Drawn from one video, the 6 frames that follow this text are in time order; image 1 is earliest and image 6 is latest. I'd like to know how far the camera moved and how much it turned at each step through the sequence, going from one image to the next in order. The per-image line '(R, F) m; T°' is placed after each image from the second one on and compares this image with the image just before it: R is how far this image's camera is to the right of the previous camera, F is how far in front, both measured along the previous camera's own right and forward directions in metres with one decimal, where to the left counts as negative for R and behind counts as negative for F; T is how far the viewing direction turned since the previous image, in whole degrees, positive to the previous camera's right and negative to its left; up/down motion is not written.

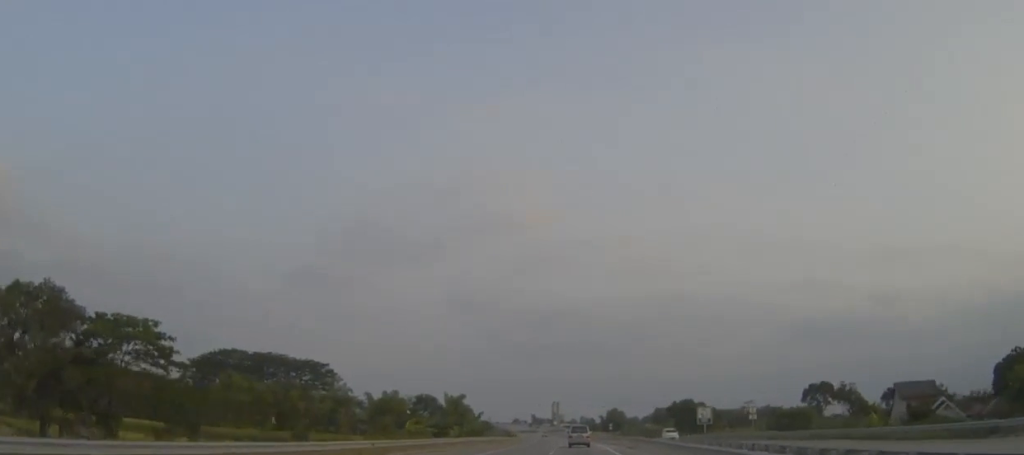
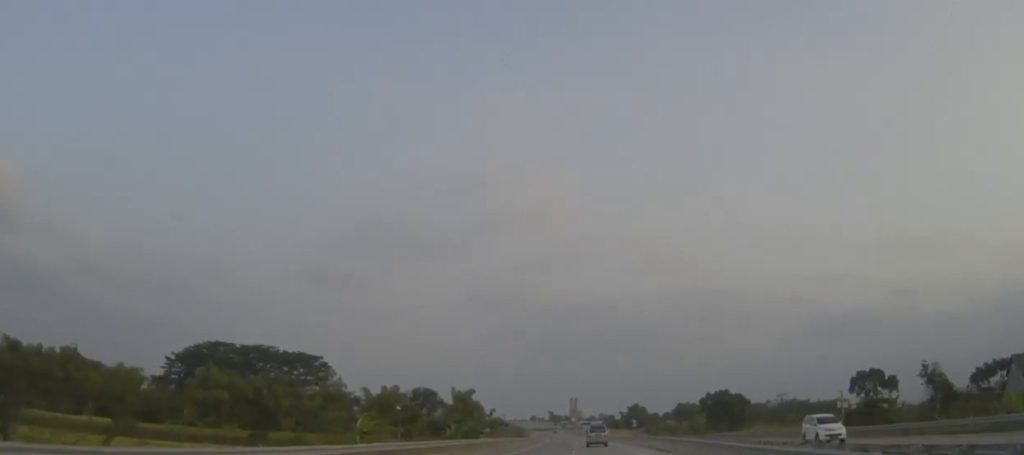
(-0.3, +24.9) m; -1°
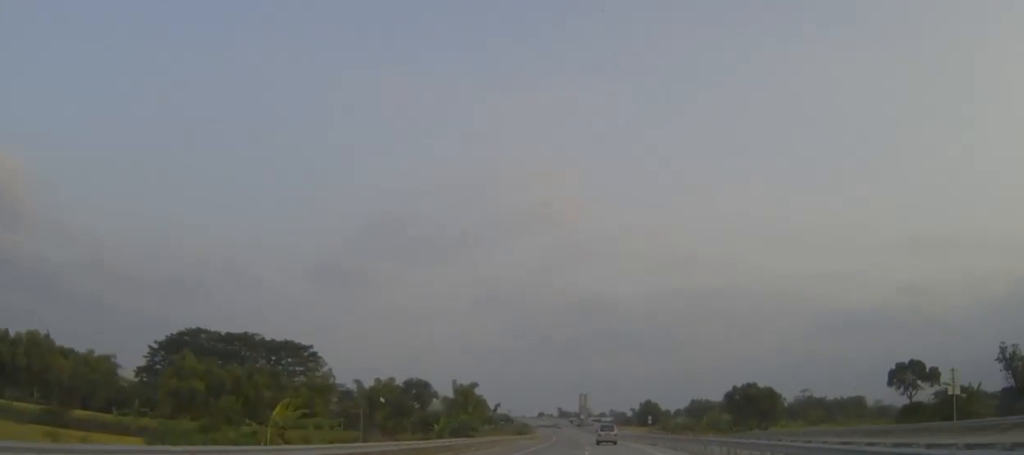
(-0.2, +18.5) m; -1°
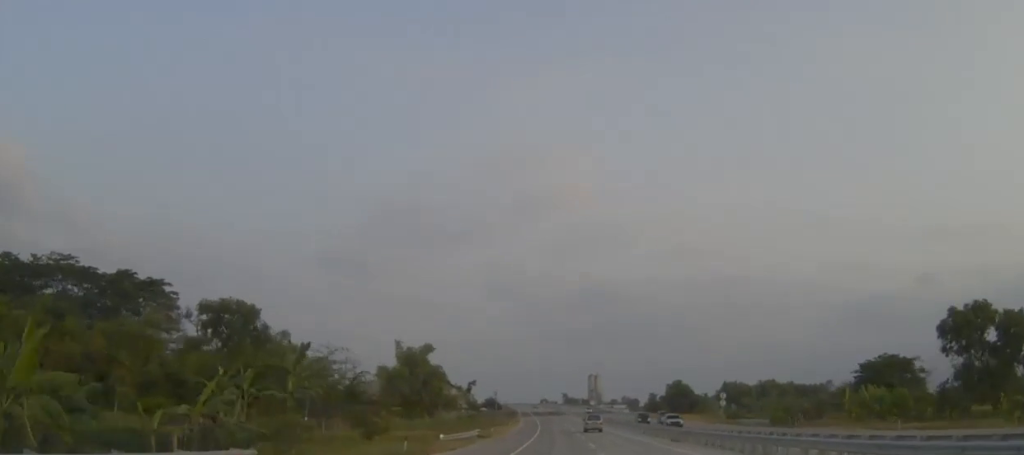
(-1.0, +91.1) m; -1°
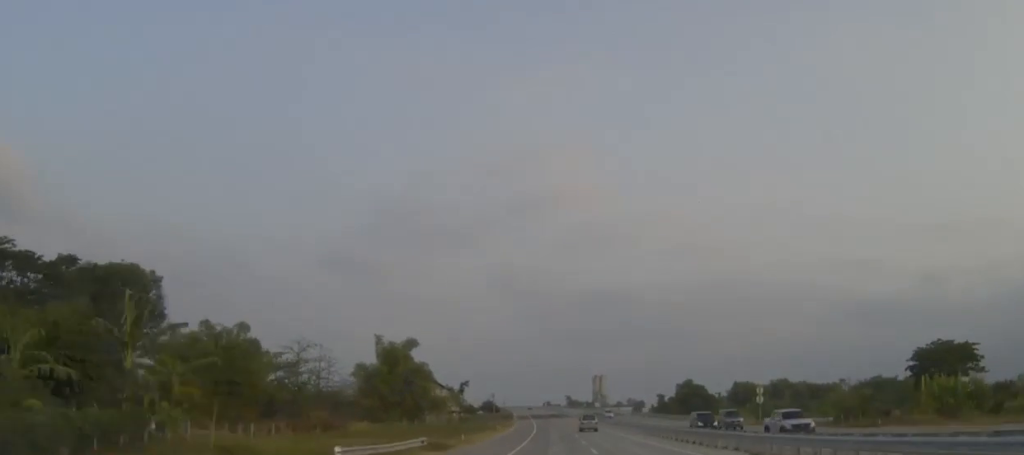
(0.0, +20.7) m; -1°
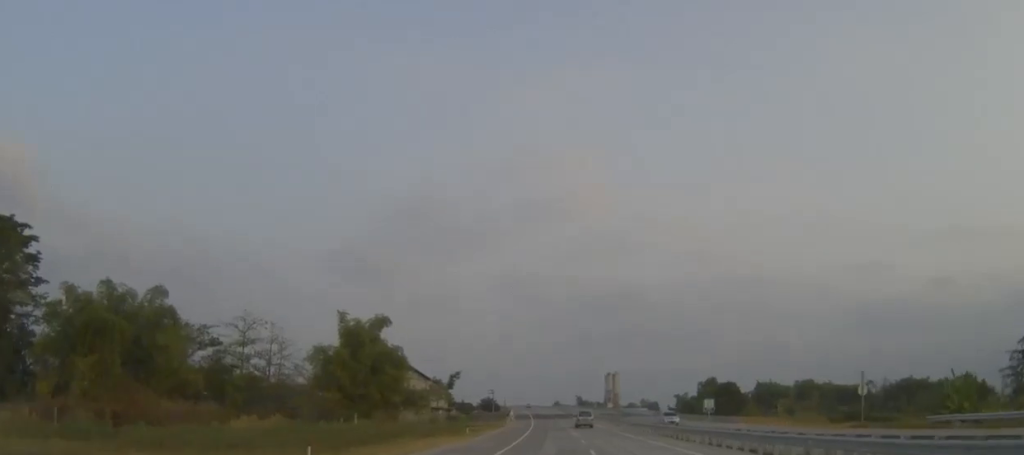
(-0.3, +32.6) m; -1°
